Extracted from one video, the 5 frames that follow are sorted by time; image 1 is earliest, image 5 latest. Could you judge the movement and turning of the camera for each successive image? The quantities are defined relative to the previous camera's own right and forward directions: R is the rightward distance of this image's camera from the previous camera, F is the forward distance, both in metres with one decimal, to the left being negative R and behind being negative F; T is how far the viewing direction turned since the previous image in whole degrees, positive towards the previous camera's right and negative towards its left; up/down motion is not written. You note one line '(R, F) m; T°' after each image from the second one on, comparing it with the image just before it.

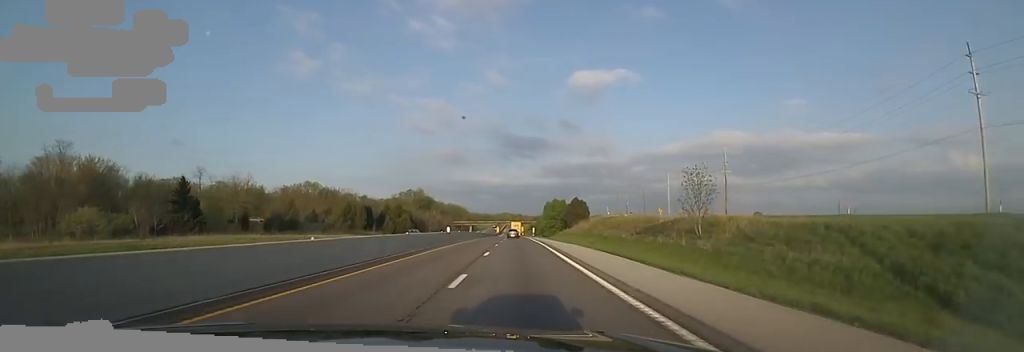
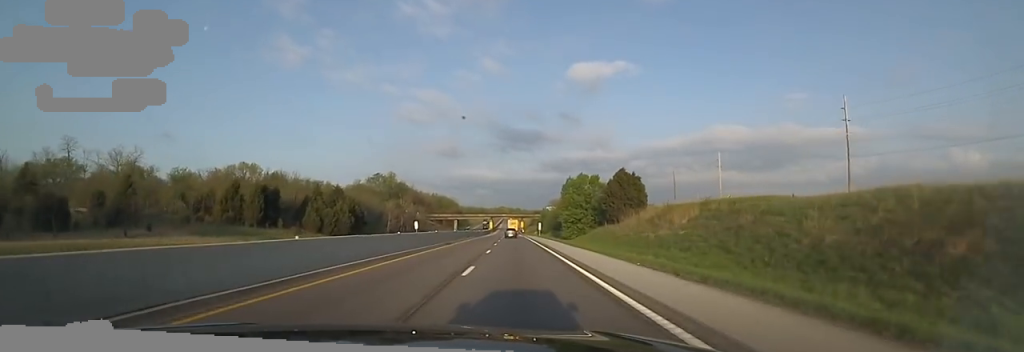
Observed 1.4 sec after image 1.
(+0.7, +46.2) m; +1°
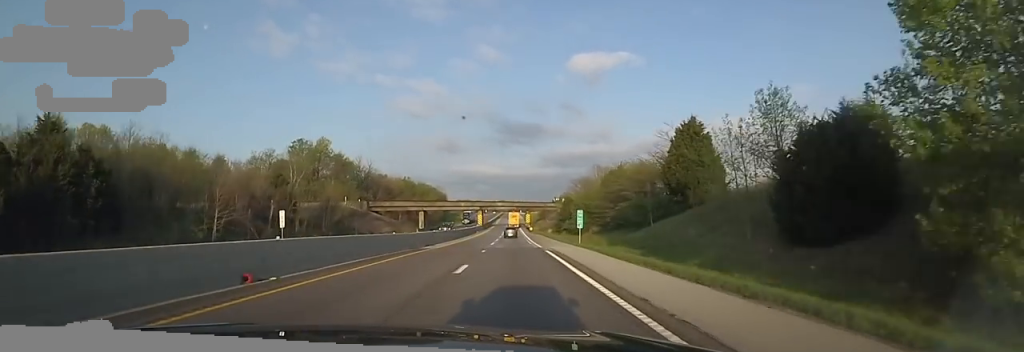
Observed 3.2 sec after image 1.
(+0.6, +59.5) m; -1°
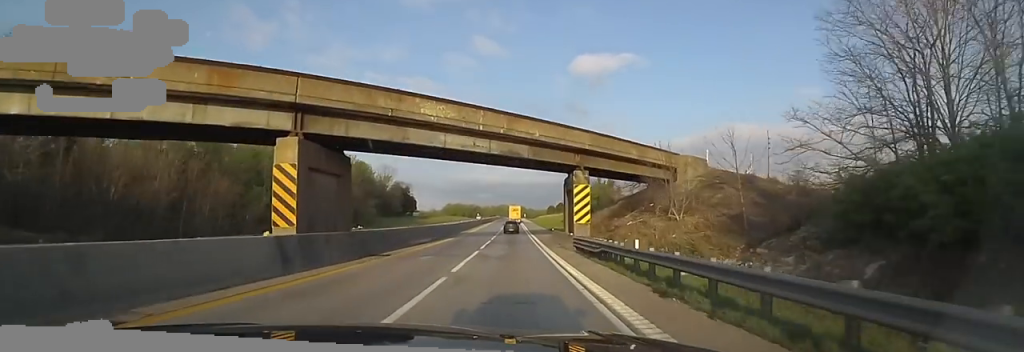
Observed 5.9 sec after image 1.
(-1.9, +92.8) m; 0°
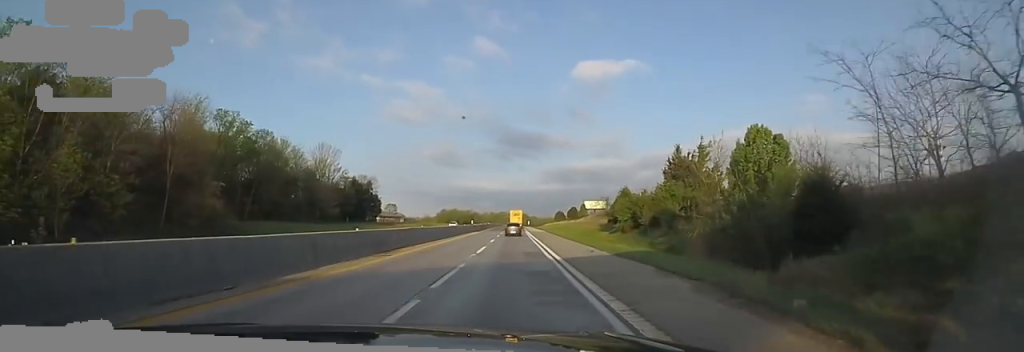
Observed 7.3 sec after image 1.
(+0.2, +45.1) m; +2°
